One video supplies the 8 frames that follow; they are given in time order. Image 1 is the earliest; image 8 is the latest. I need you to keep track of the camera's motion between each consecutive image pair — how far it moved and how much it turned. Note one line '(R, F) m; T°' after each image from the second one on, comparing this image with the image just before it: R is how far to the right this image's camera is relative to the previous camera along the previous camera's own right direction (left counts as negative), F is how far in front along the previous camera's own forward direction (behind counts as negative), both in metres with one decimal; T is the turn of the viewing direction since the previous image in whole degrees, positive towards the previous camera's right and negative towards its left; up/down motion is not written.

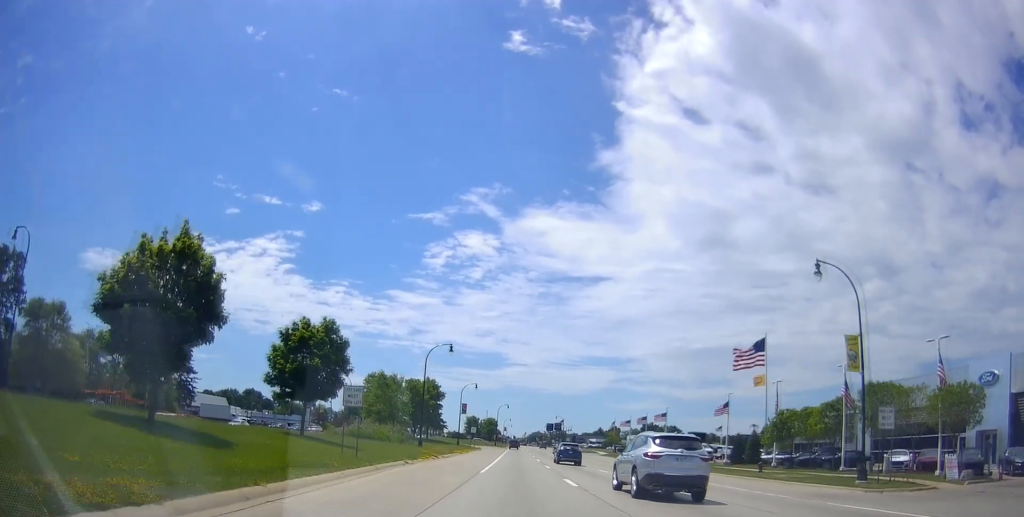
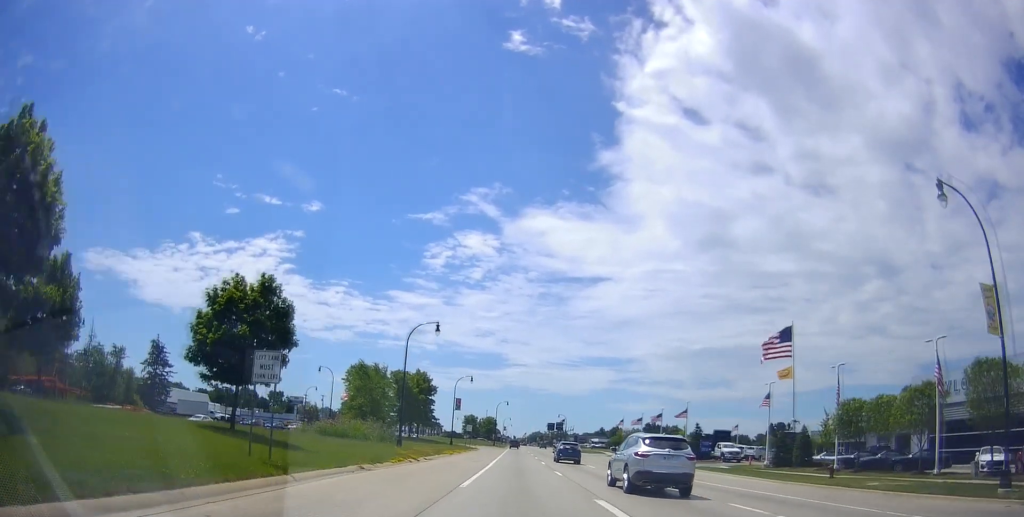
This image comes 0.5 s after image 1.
(-0.2, +9.5) m; 0°
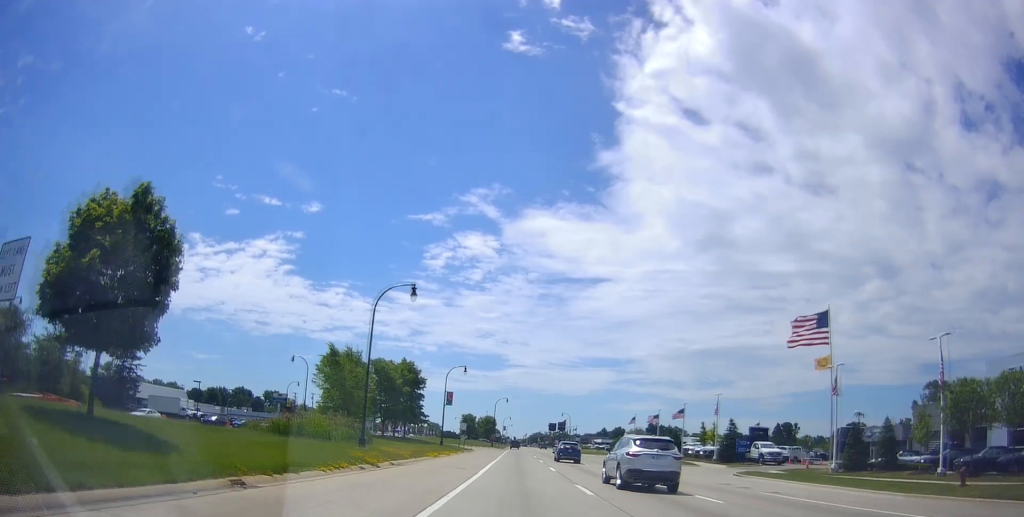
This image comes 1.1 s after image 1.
(-0.5, +10.7) m; 0°
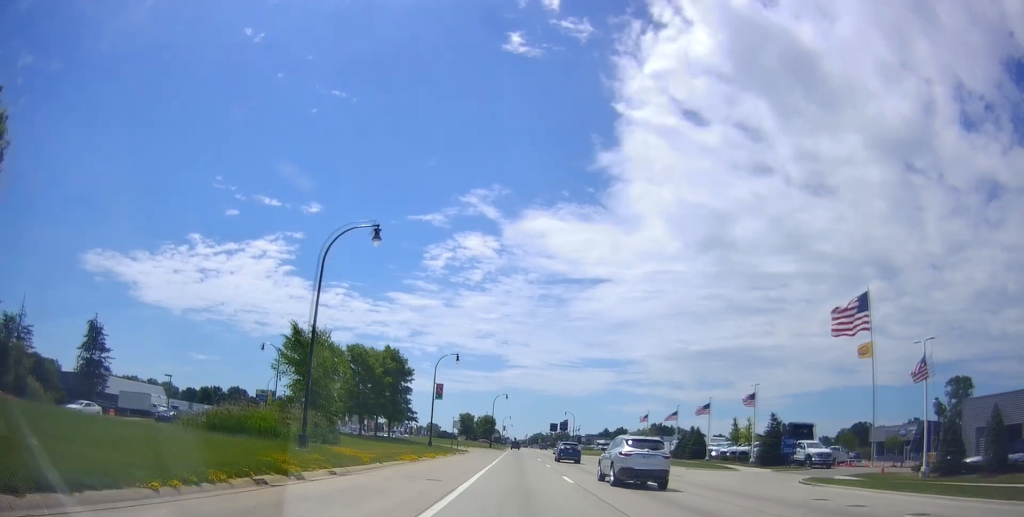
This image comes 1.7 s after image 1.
(+0.4, +9.4) m; +1°
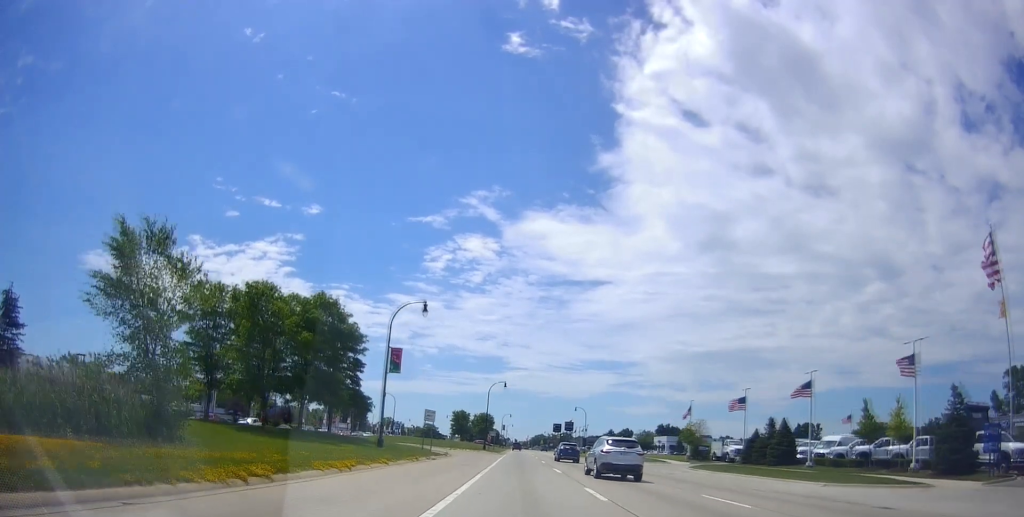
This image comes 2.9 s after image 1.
(+0.5, +22.4) m; 0°
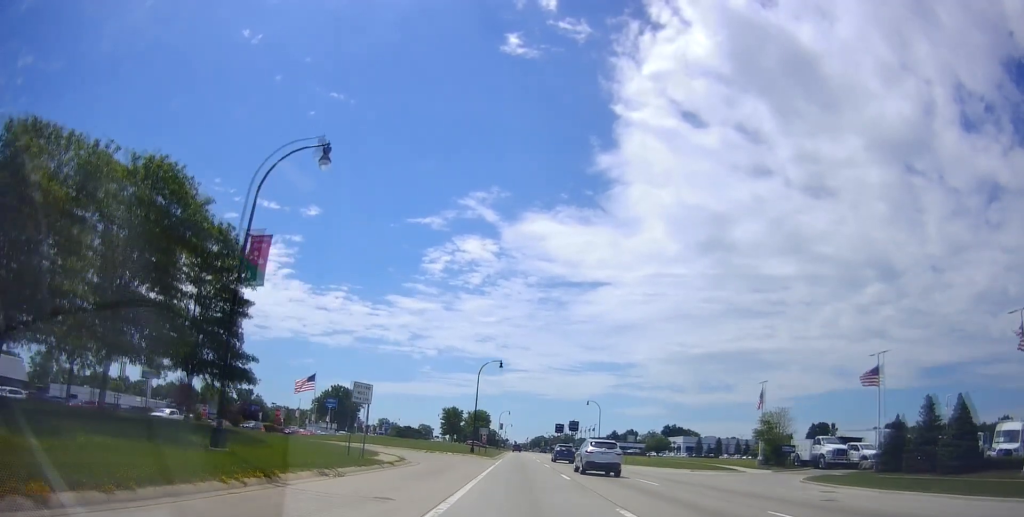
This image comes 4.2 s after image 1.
(-0.4, +21.8) m; 0°
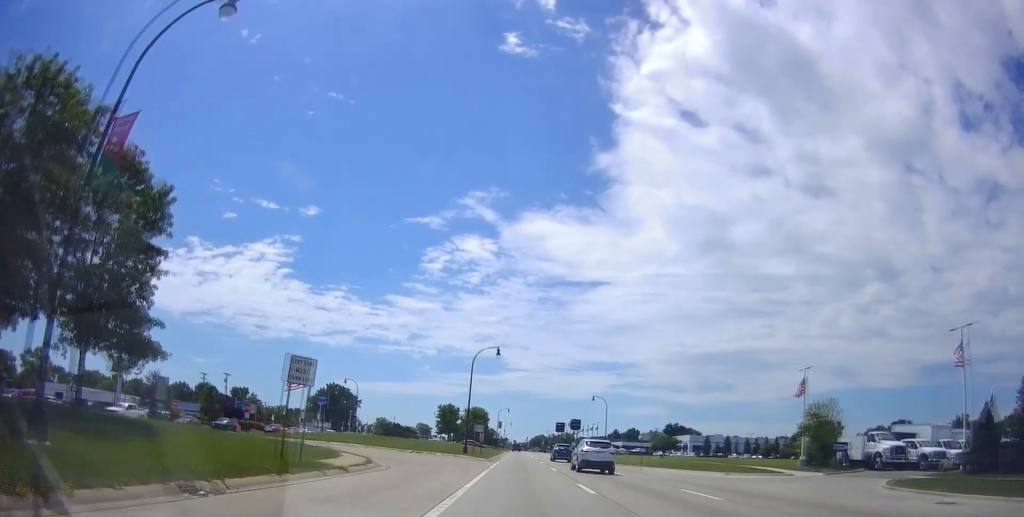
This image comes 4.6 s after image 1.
(+0.2, +8.0) m; +1°
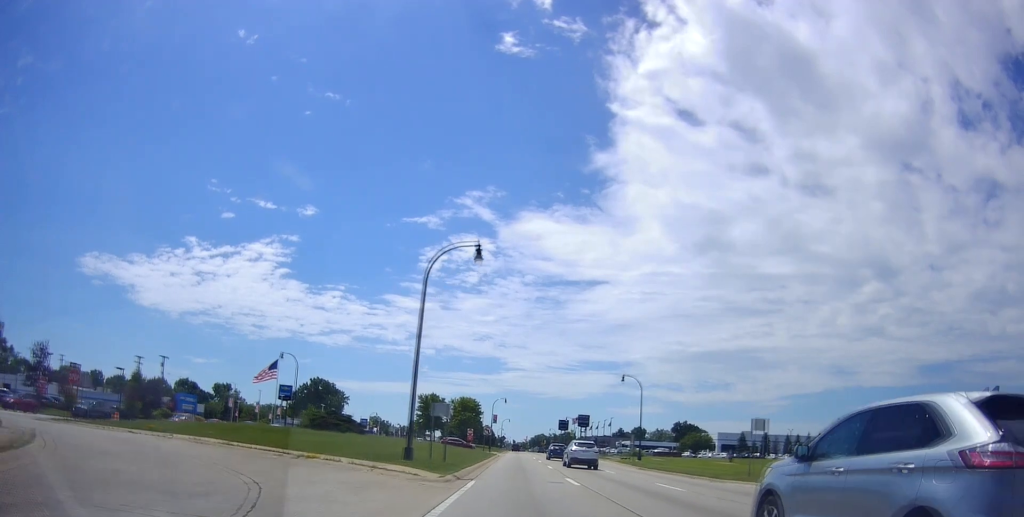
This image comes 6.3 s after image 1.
(+0.1, +27.1) m; -2°
